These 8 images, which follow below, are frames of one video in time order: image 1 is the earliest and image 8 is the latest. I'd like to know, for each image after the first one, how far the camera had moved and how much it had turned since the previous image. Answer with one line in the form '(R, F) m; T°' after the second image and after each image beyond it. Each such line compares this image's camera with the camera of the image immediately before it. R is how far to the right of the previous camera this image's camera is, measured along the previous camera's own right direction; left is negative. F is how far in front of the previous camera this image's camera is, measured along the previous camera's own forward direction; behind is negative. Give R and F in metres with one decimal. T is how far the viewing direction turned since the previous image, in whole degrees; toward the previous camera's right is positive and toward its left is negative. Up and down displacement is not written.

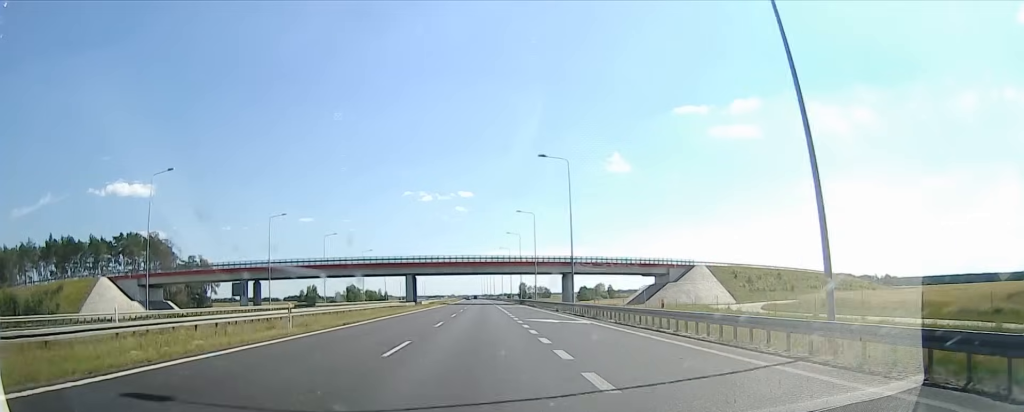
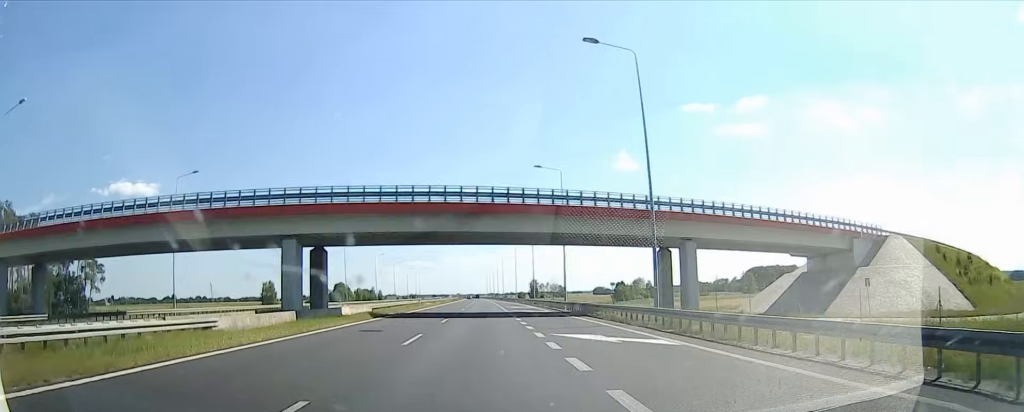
(-0.2, +58.0) m; 0°
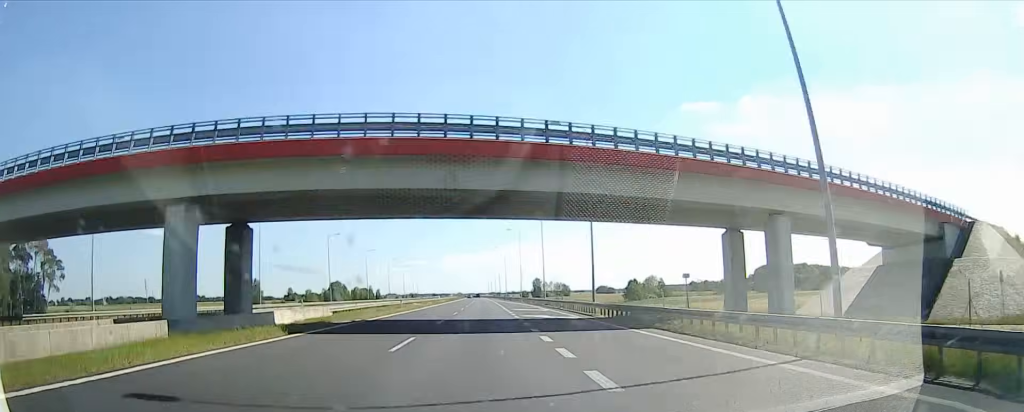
(+0.1, +14.2) m; 0°
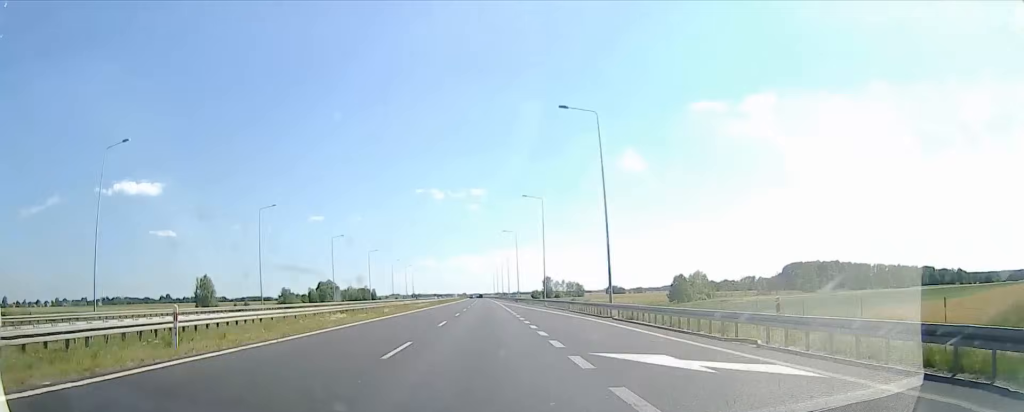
(+0.2, +37.7) m; -1°
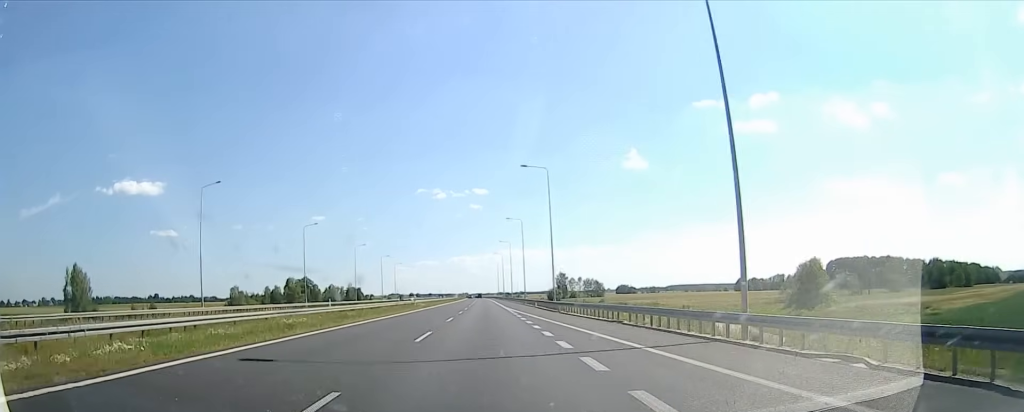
(-1.4, +56.2) m; -2°
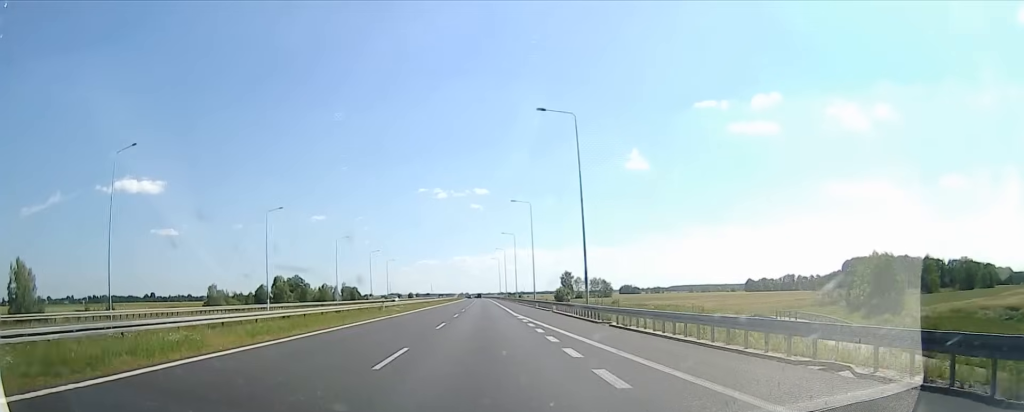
(0.0, +17.6) m; 0°
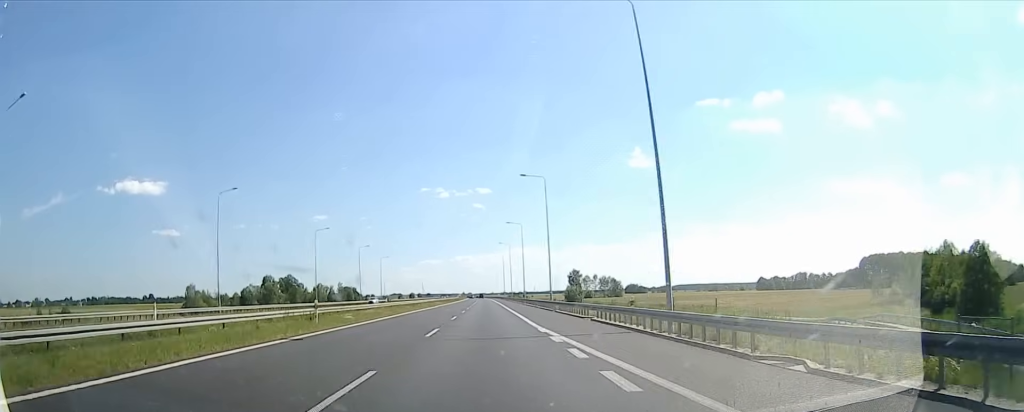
(0.0, +16.4) m; 0°
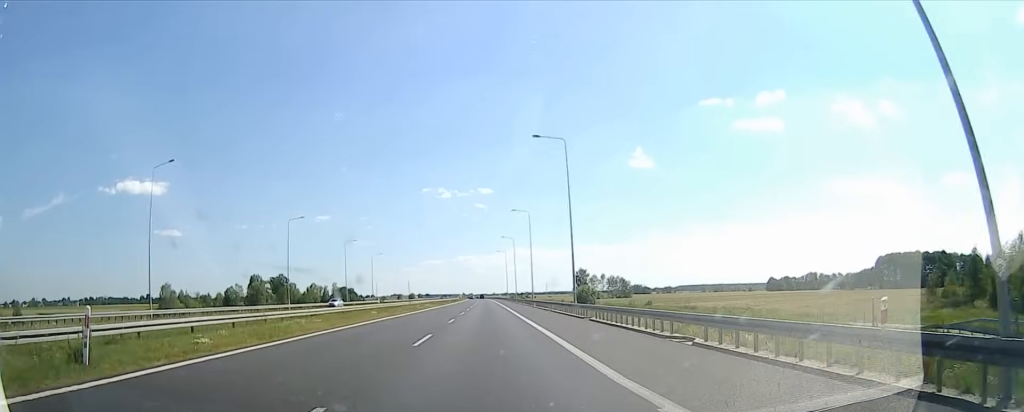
(0.0, +15.2) m; 0°
